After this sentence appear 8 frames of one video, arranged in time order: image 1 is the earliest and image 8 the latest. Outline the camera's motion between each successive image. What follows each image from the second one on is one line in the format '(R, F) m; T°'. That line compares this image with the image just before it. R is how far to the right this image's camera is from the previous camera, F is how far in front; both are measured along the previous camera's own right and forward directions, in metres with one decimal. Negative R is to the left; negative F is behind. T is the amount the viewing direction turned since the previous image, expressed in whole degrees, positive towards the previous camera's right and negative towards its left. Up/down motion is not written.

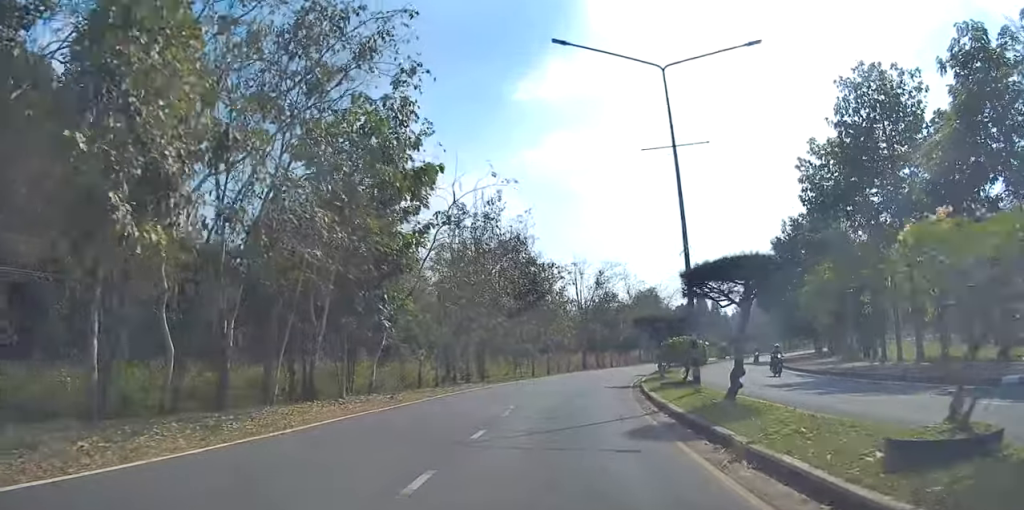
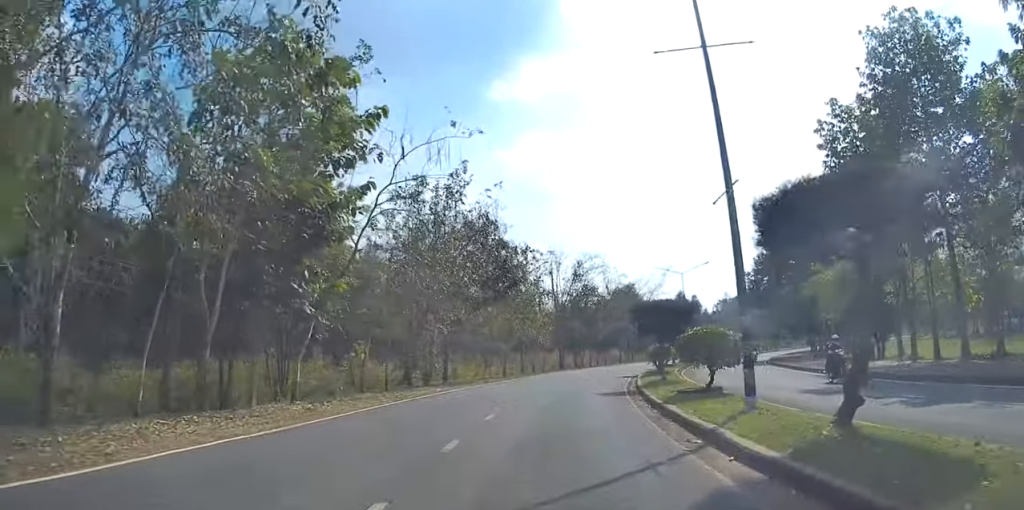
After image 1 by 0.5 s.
(+0.2, +5.9) m; +3°
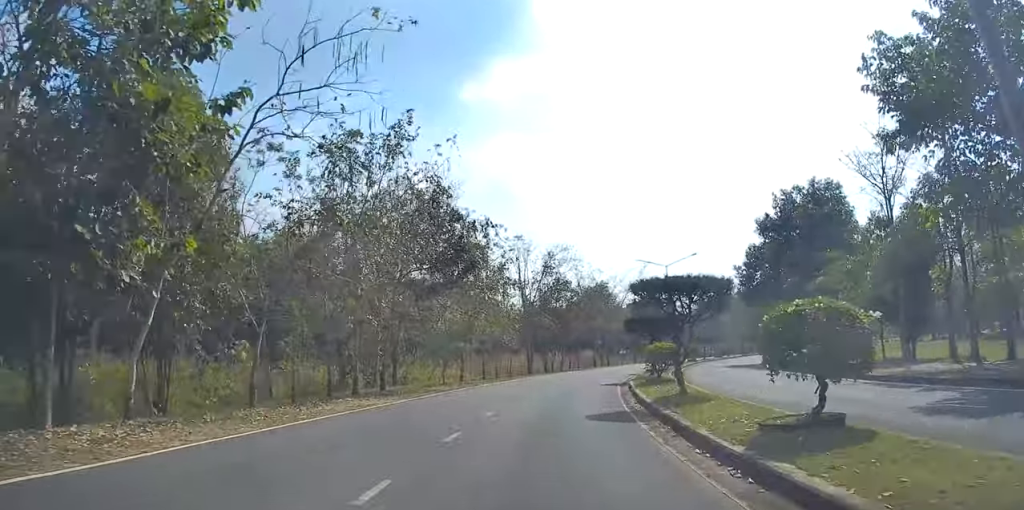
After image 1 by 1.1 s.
(+0.4, +7.5) m; +2°
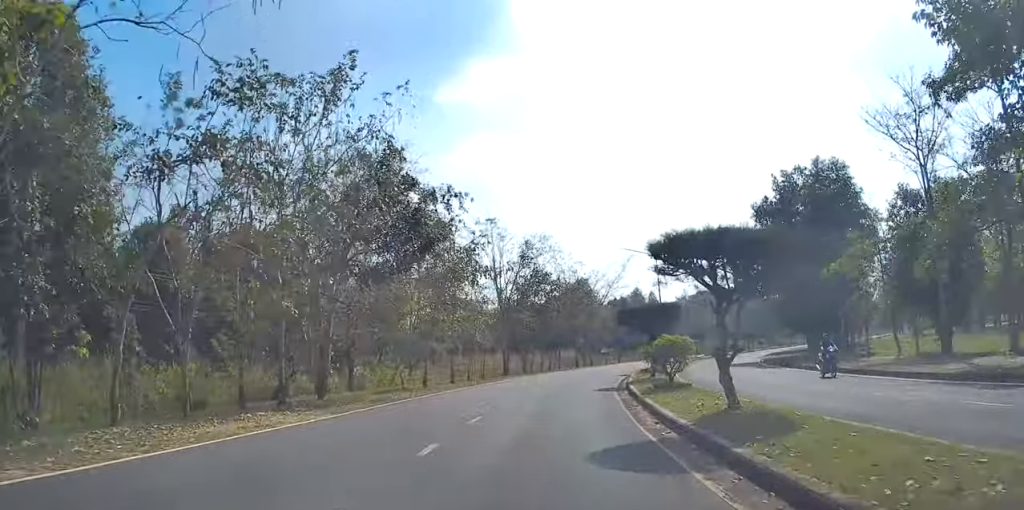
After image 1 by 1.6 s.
(+0.1, +5.7) m; +1°
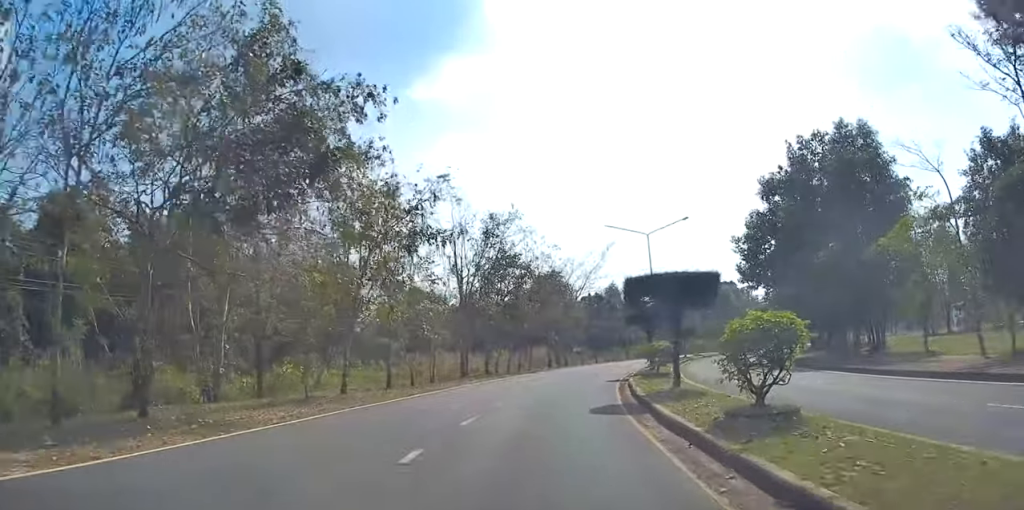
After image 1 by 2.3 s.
(0.0, +9.6) m; +1°
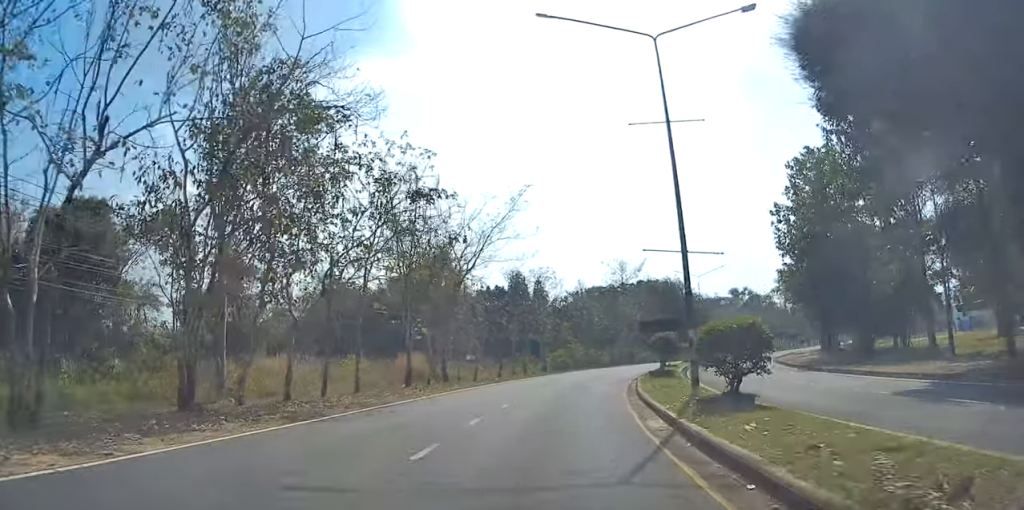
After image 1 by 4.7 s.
(+3.0, +29.1) m; +11°
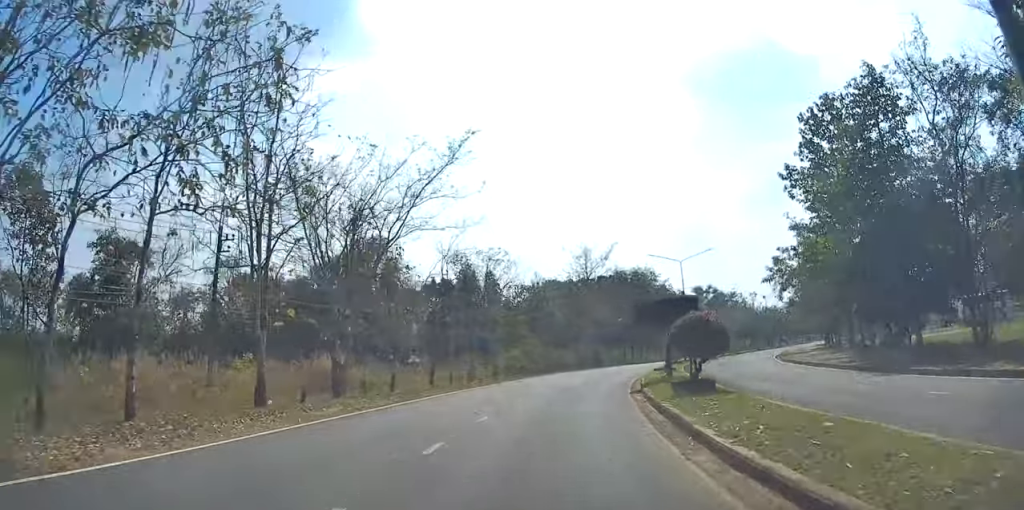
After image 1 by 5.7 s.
(+0.2, +12.2) m; +2°
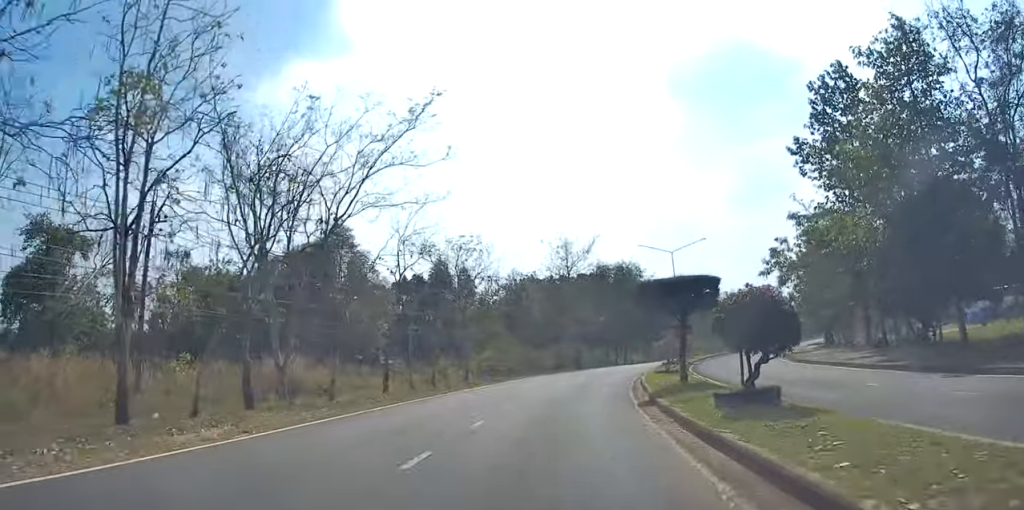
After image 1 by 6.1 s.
(-0.5, +5.3) m; +2°
